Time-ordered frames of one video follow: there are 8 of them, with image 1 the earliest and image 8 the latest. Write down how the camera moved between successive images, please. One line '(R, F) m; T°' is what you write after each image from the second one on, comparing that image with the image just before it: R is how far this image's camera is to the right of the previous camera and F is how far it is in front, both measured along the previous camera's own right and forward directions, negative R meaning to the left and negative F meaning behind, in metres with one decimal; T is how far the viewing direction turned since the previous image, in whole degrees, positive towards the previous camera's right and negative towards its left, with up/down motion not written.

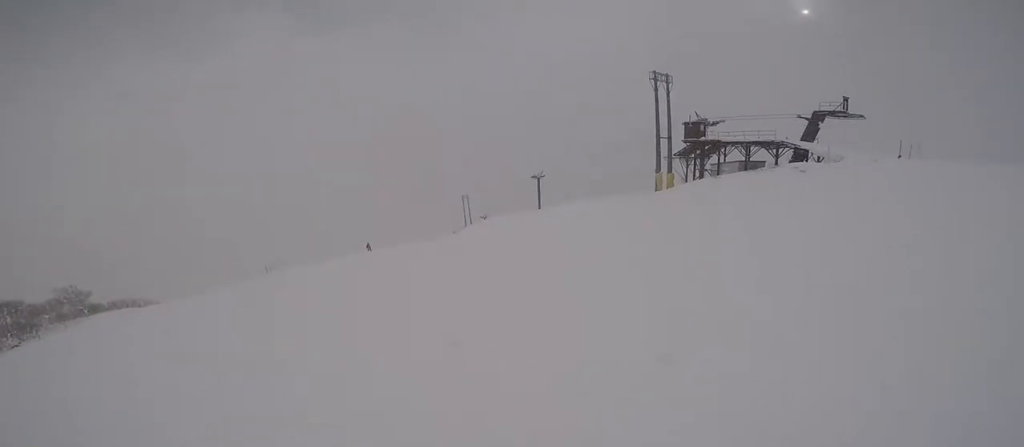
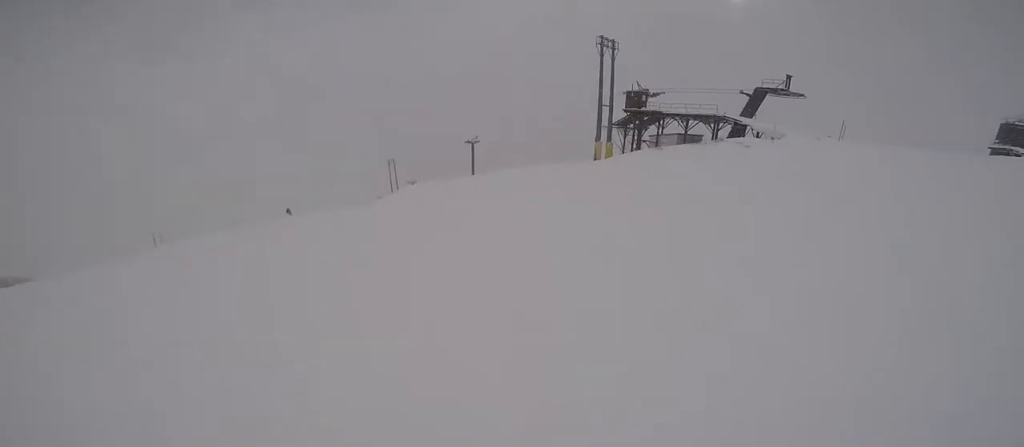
(+0.1, +2.3) m; +2°
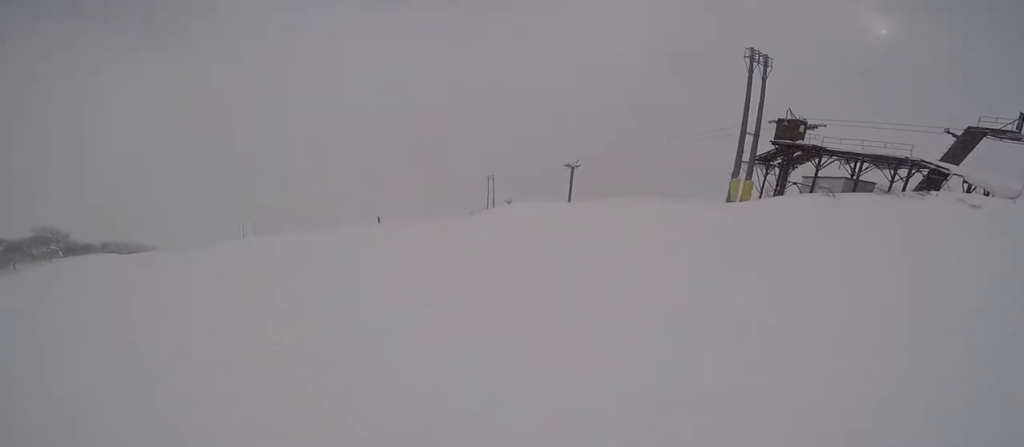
(0.0, +5.7) m; -2°
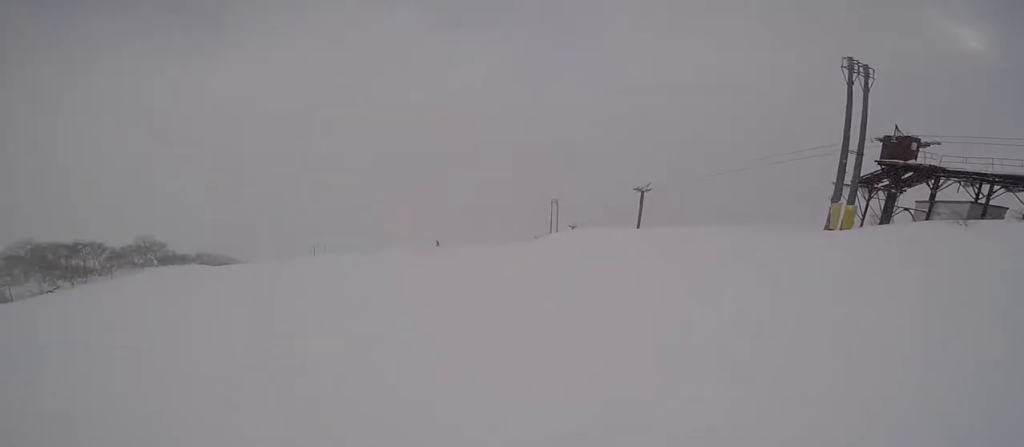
(0.0, +1.7) m; -2°
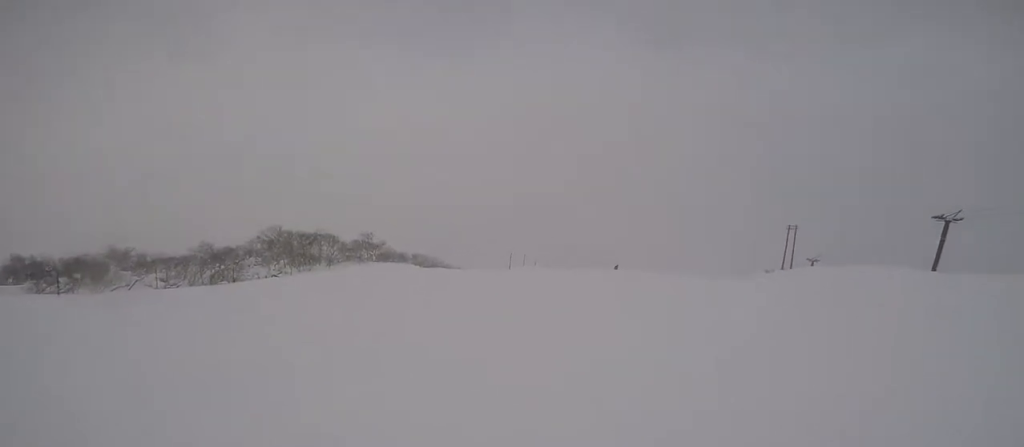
(-1.2, +9.2) m; -9°
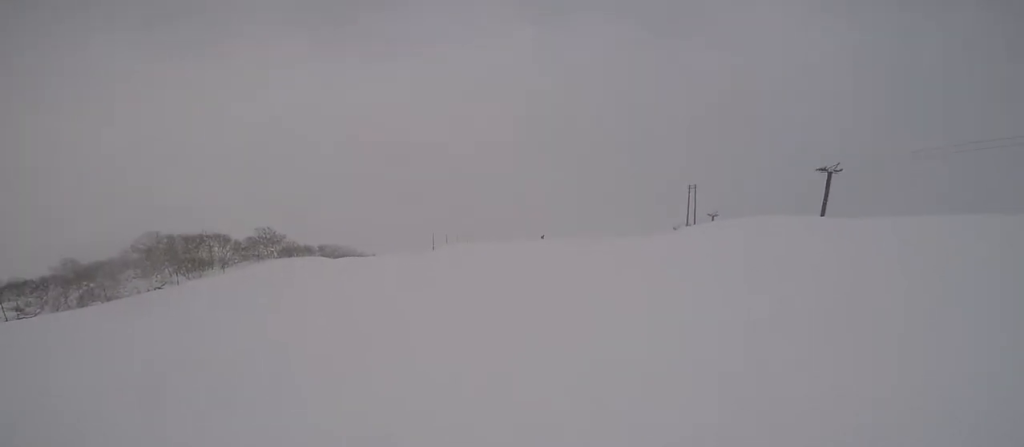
(0.0, +1.8) m; +3°
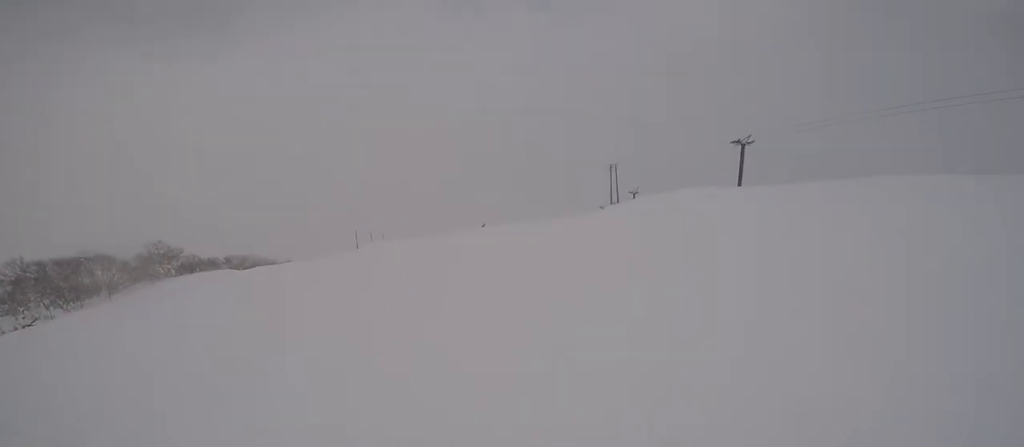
(+0.1, +2.2) m; +5°
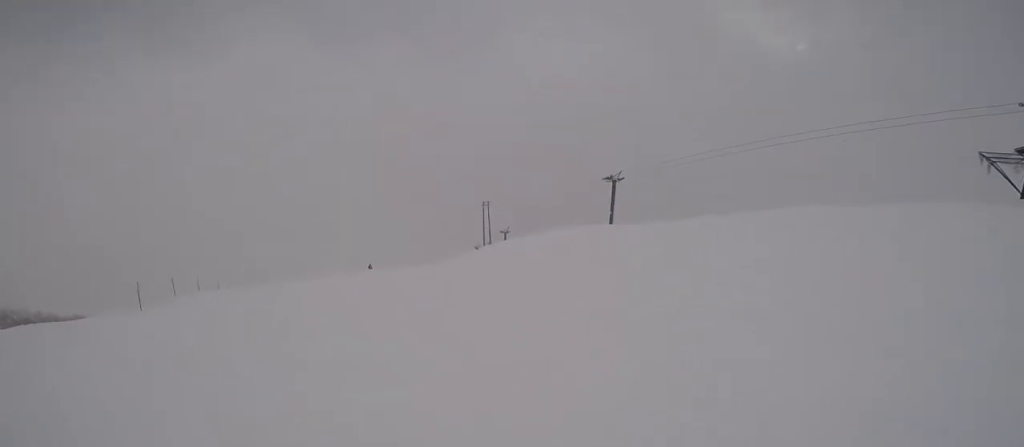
(+0.7, +6.0) m; +11°
